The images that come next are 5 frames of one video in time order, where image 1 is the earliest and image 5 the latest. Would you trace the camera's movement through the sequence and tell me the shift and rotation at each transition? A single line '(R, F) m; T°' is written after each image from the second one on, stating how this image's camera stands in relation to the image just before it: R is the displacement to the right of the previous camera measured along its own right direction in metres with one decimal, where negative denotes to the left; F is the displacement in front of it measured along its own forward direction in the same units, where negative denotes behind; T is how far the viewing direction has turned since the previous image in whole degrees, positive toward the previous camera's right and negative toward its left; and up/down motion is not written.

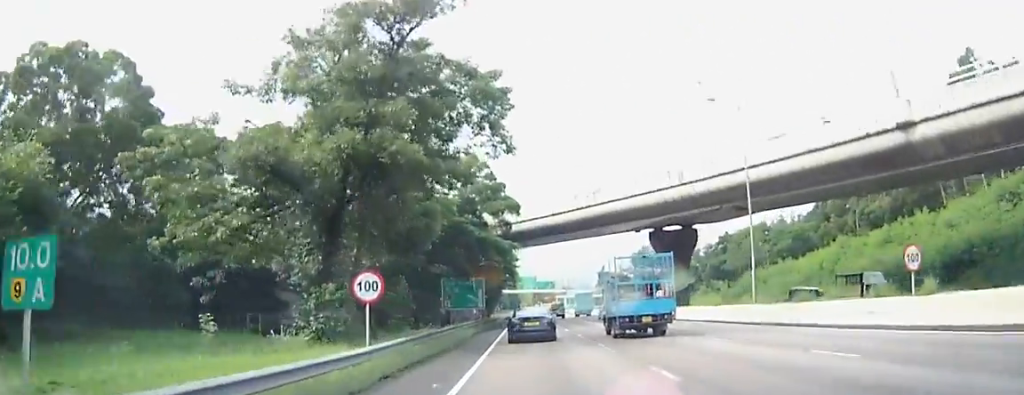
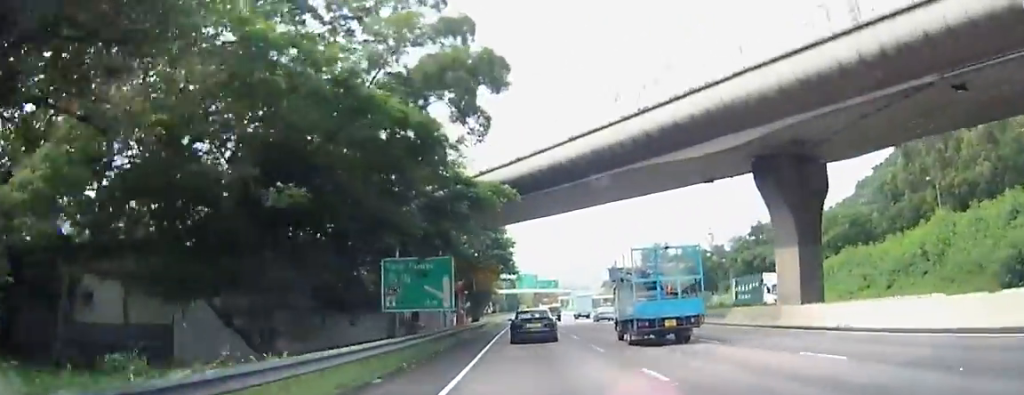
(+0.3, +26.5) m; +1°
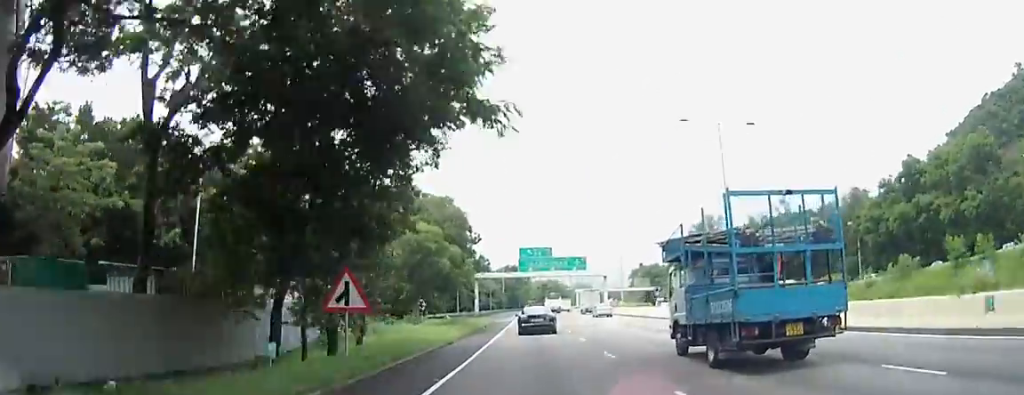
(0.0, +66.7) m; 0°
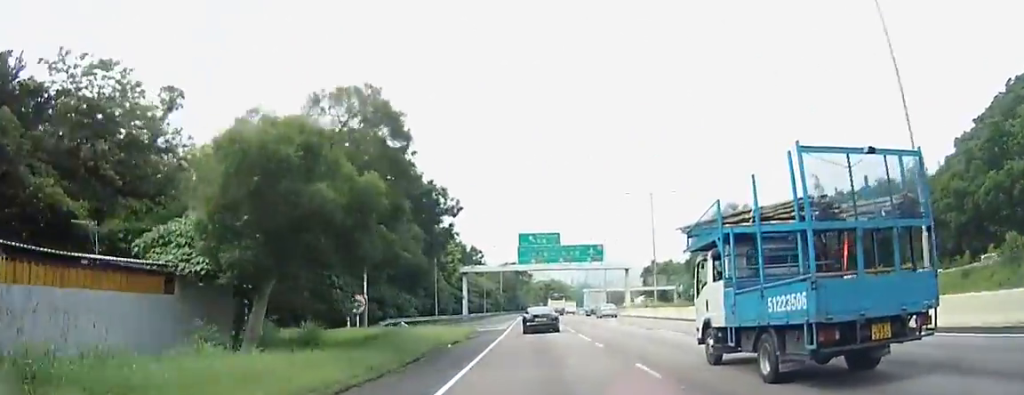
(0.0, +22.5) m; 0°
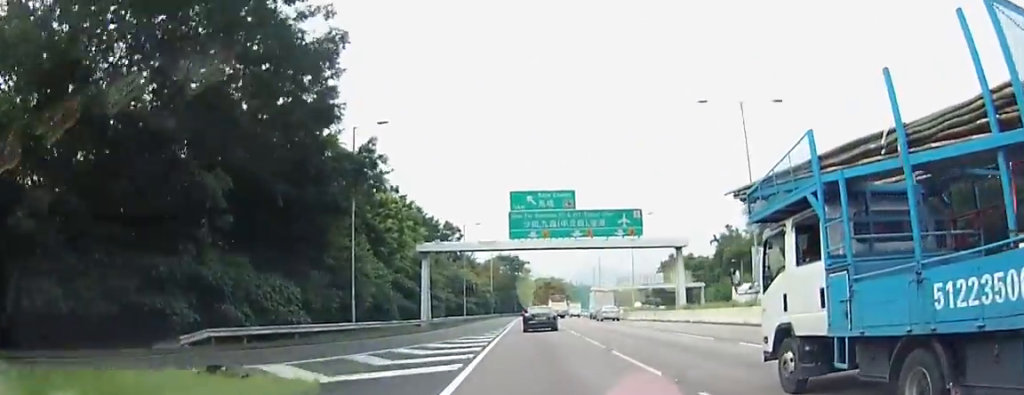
(0.0, +31.3) m; 0°
